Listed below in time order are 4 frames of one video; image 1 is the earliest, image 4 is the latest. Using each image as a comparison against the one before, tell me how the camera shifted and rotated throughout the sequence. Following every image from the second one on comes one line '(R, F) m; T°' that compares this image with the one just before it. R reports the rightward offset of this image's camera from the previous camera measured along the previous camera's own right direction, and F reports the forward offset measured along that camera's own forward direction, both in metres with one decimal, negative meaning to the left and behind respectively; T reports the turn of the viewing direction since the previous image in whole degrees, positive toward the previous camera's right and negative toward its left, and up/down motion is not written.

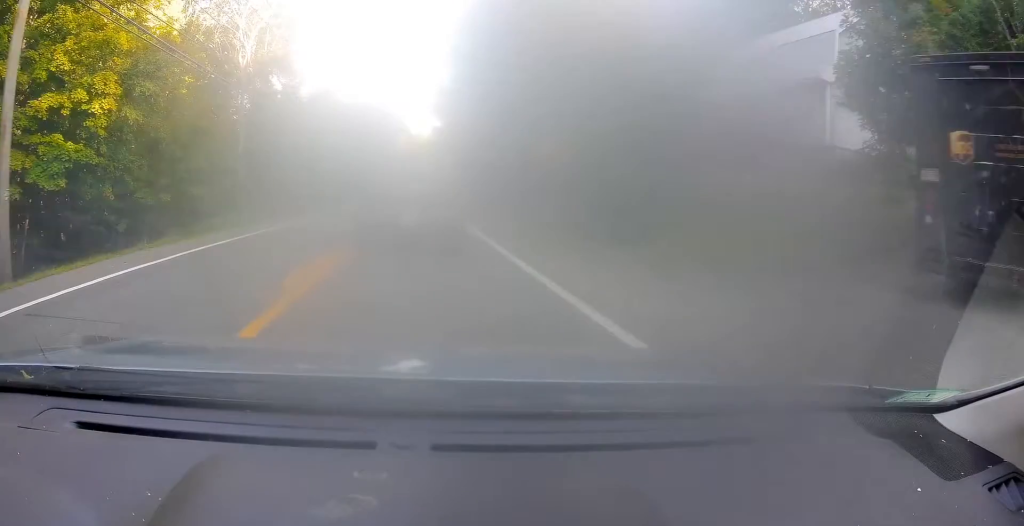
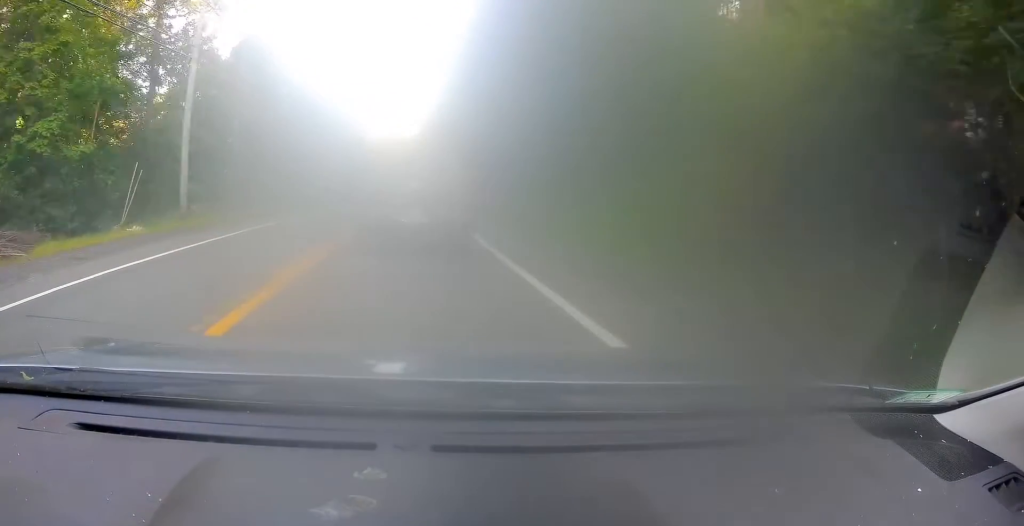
(+0.5, +26.9) m; -2°
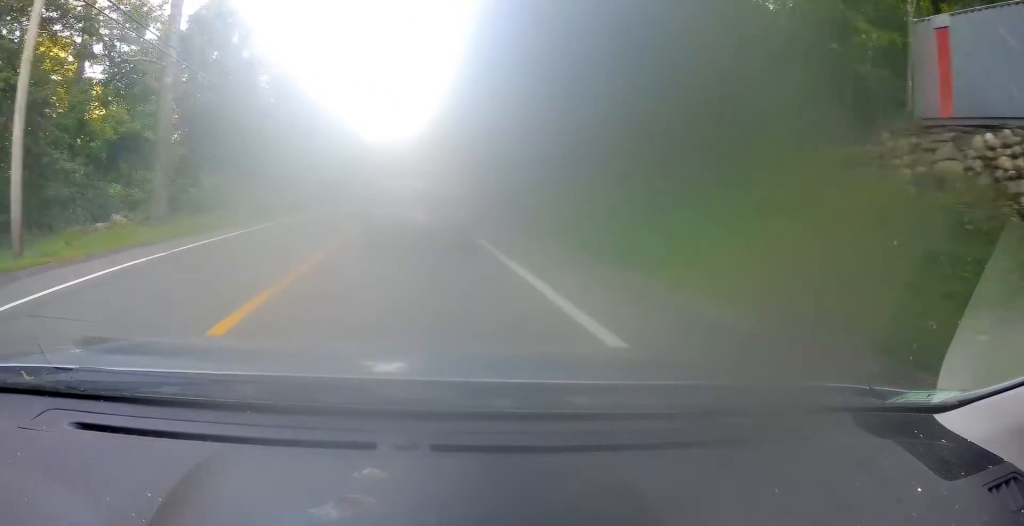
(-0.2, +11.2) m; 0°
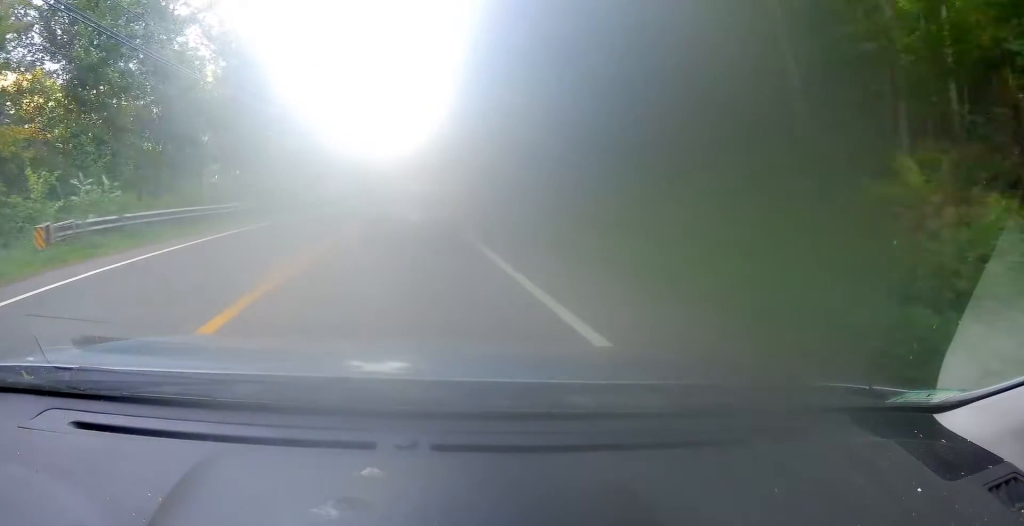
(+0.2, +15.4) m; +1°
